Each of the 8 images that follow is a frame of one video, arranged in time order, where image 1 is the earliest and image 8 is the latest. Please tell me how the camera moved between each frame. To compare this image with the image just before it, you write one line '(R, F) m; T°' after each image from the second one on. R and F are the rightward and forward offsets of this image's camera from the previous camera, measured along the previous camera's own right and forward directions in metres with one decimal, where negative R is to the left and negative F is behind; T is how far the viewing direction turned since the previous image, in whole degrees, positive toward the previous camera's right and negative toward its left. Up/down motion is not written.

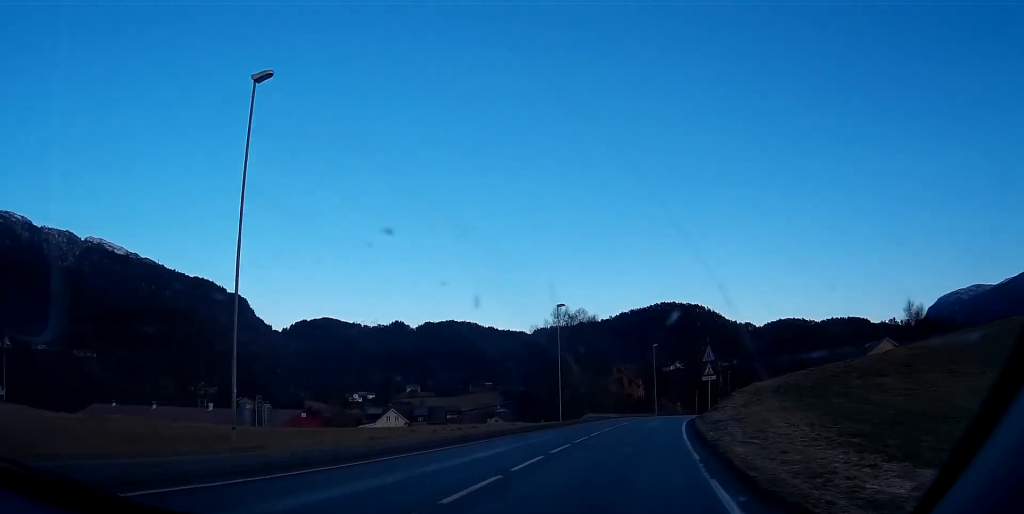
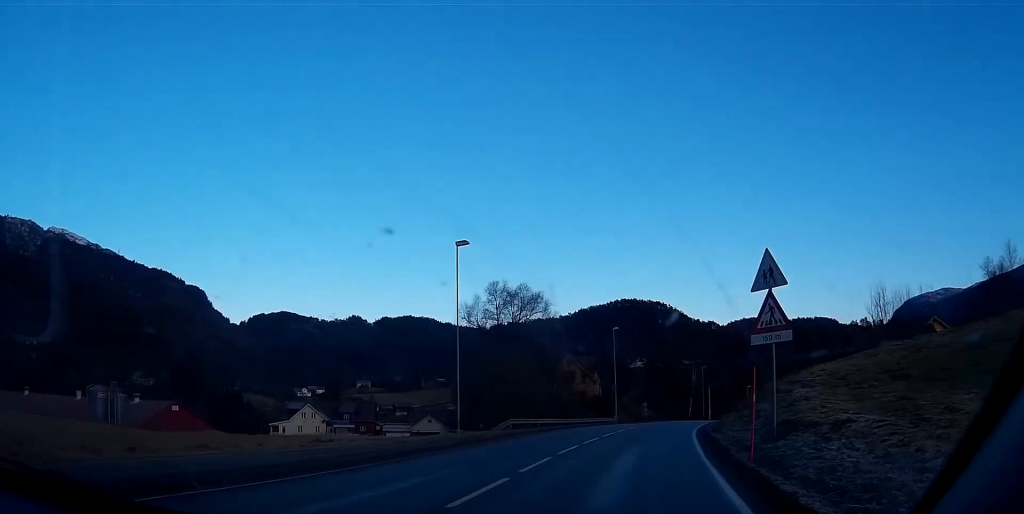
(+0.6, +24.8) m; +2°
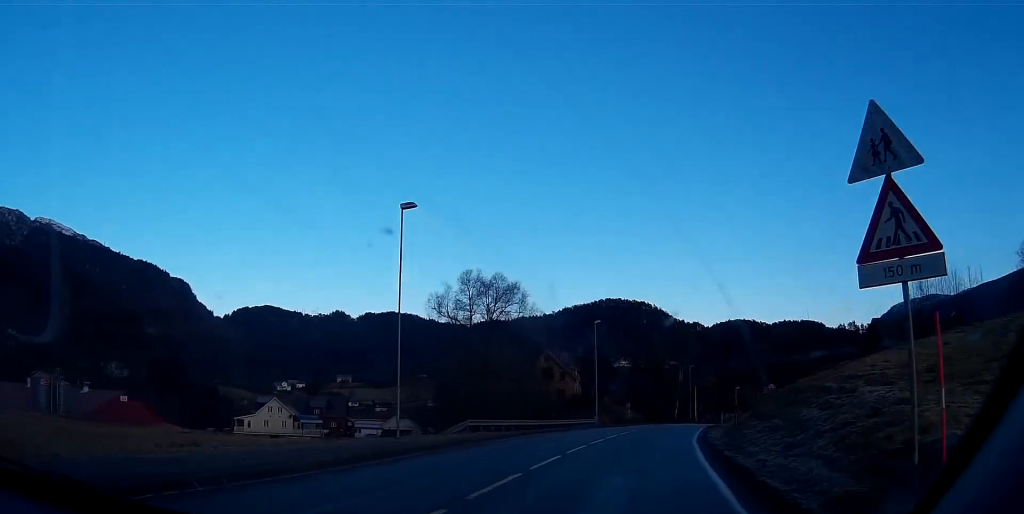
(0.0, +7.4) m; +1°
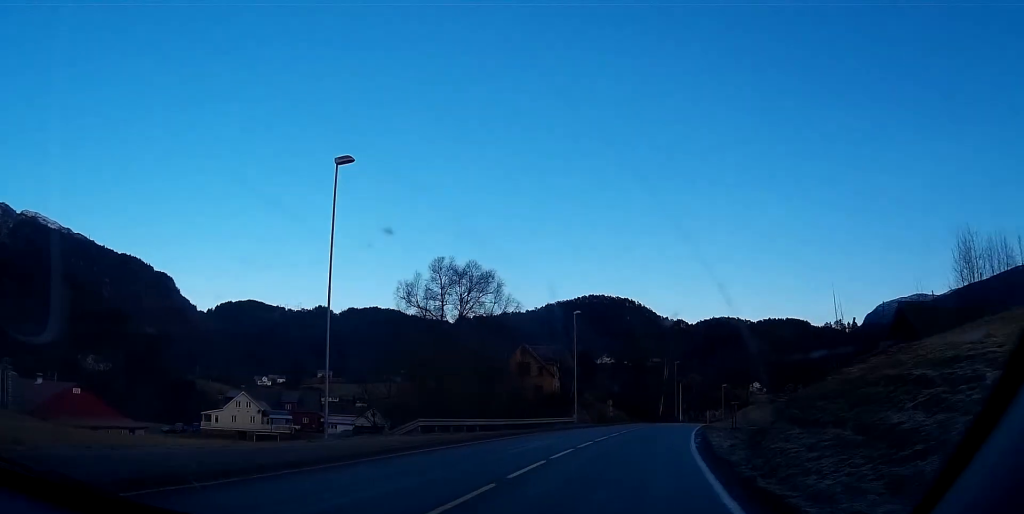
(0.0, +5.8) m; +1°
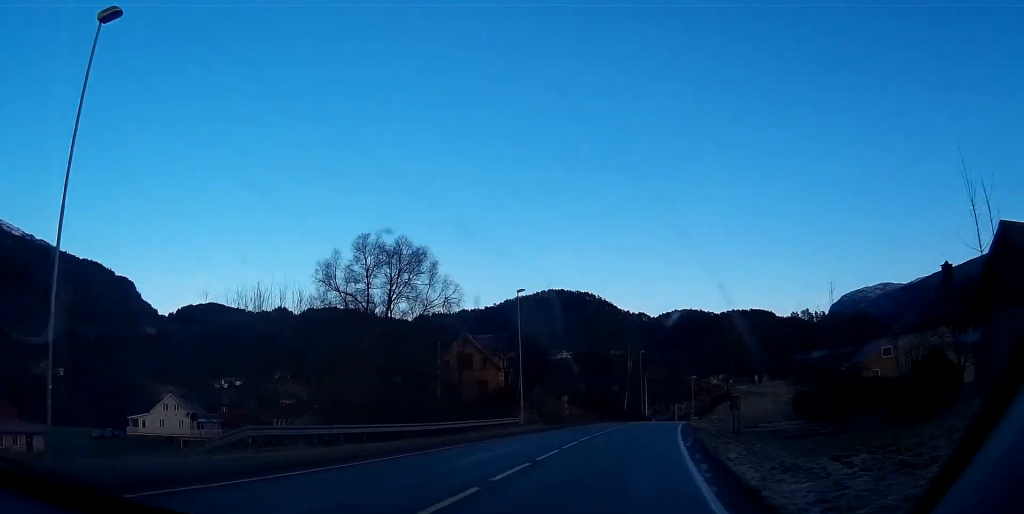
(+0.3, +12.1) m; +2°
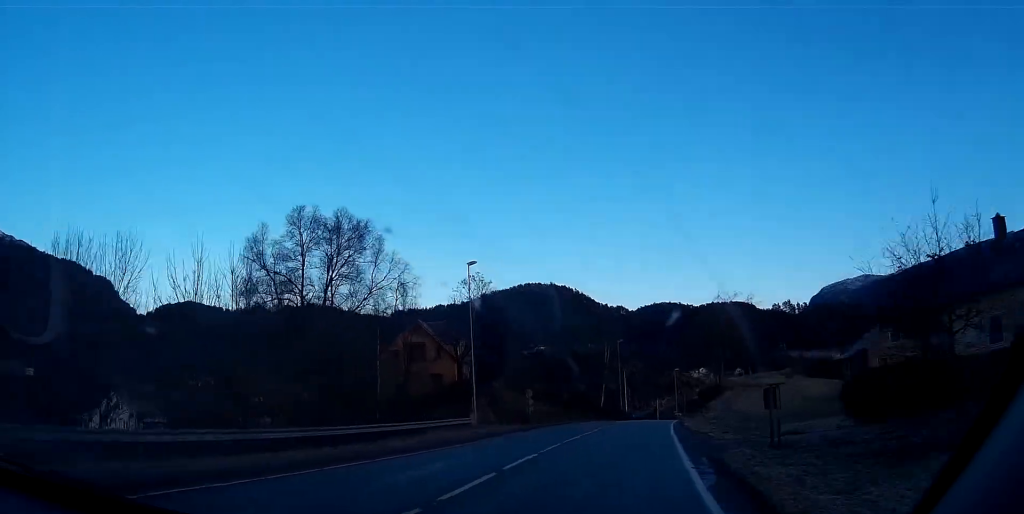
(+0.2, +10.1) m; +1°
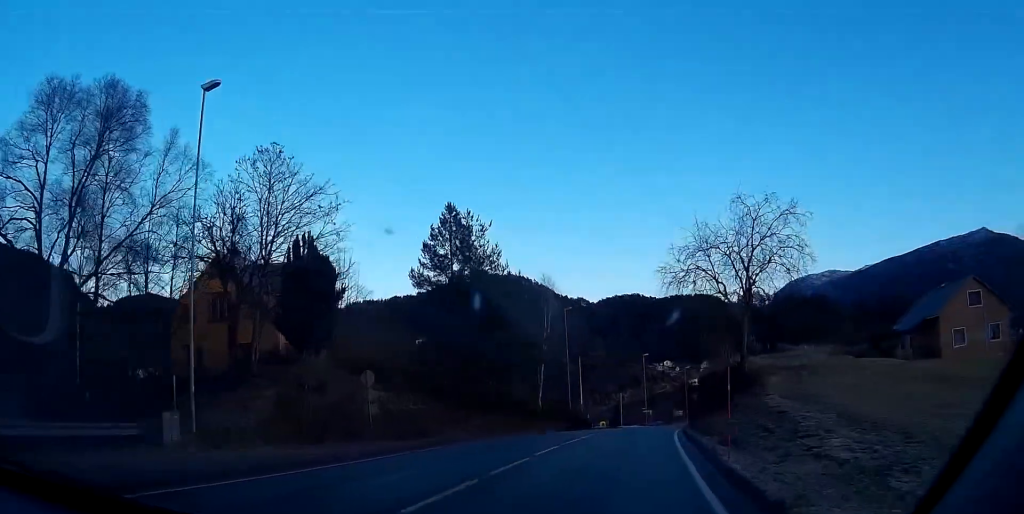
(+0.7, +29.0) m; +3°
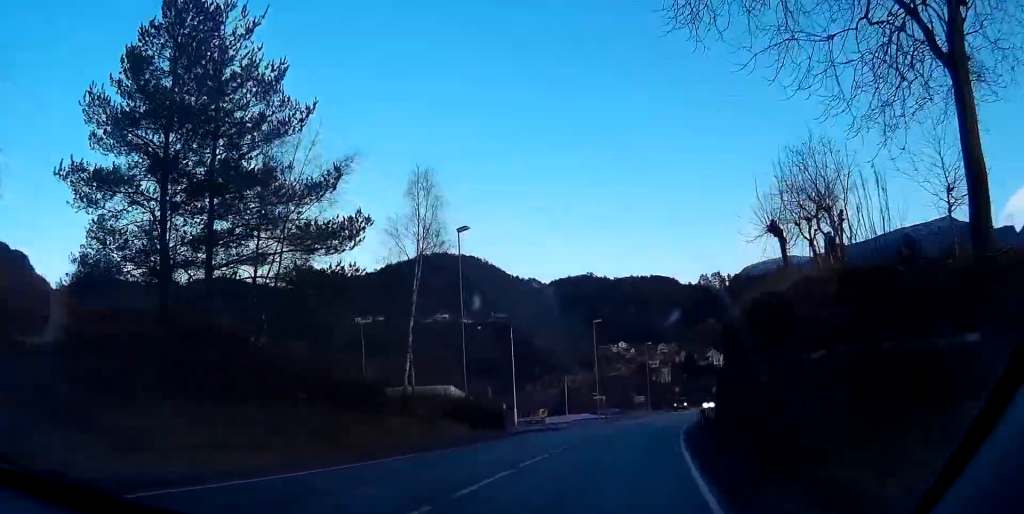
(+1.4, +26.4) m; +5°
